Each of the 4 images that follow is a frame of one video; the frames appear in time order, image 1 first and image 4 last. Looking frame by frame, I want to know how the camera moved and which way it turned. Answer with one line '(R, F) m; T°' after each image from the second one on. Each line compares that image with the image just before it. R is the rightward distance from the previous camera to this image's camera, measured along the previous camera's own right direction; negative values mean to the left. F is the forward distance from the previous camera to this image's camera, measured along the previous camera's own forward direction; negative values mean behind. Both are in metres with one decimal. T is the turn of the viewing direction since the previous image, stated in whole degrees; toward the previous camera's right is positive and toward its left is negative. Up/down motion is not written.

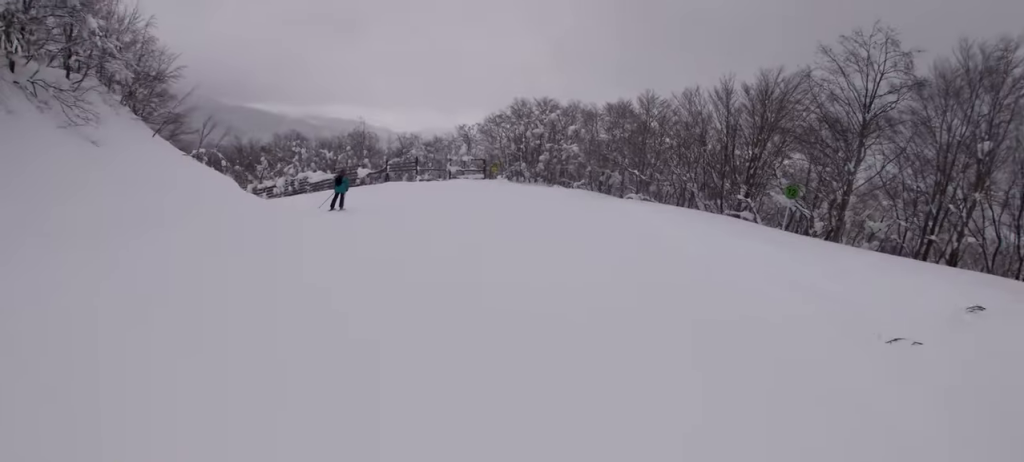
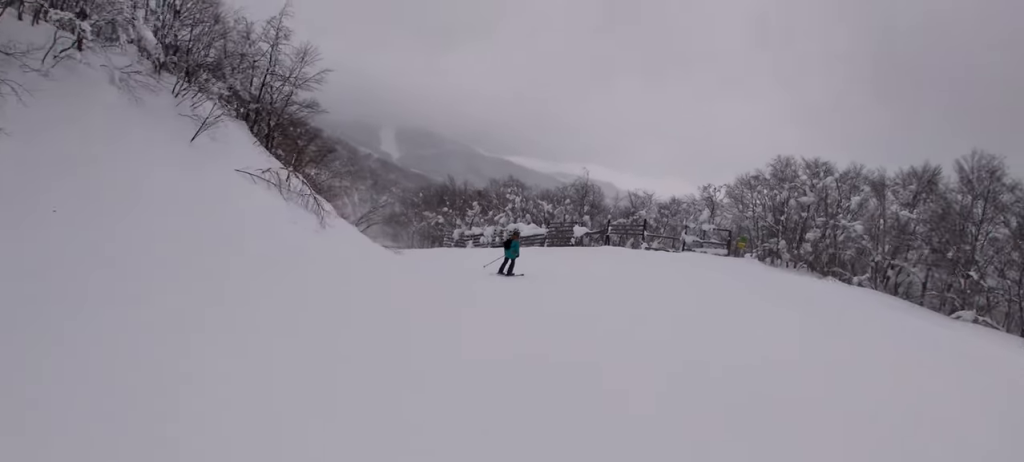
(-2.6, +11.1) m; -15°
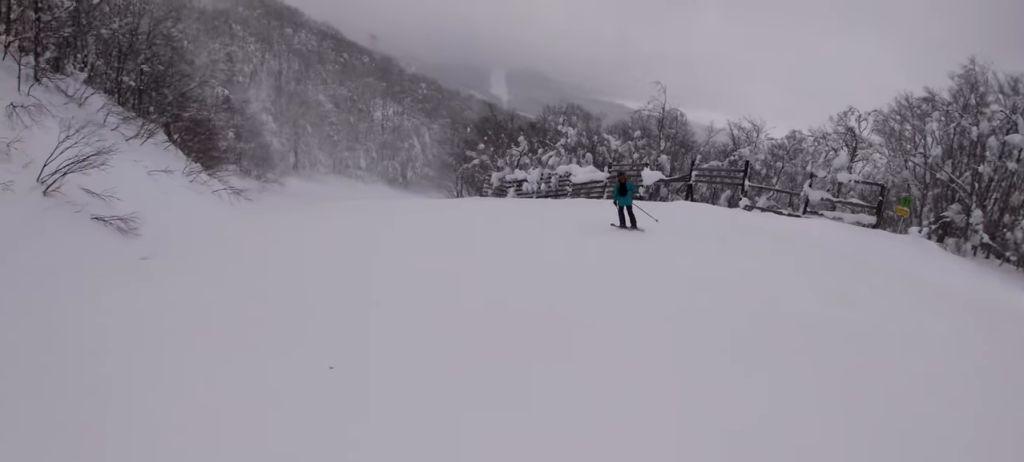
(-1.6, +15.5) m; -20°
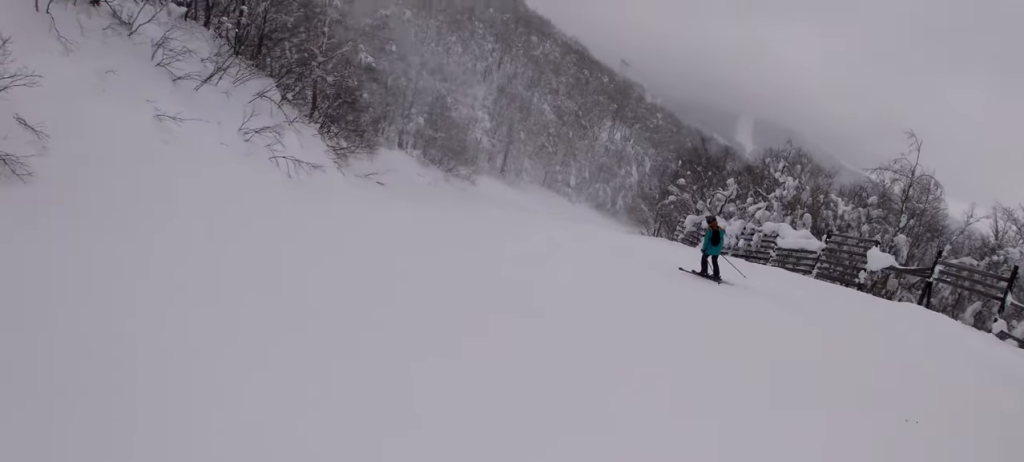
(-1.3, +7.8) m; -30°
